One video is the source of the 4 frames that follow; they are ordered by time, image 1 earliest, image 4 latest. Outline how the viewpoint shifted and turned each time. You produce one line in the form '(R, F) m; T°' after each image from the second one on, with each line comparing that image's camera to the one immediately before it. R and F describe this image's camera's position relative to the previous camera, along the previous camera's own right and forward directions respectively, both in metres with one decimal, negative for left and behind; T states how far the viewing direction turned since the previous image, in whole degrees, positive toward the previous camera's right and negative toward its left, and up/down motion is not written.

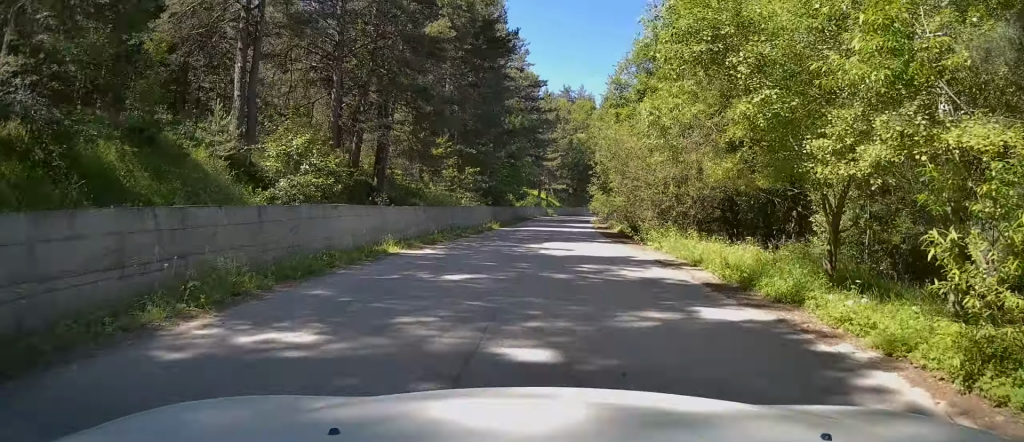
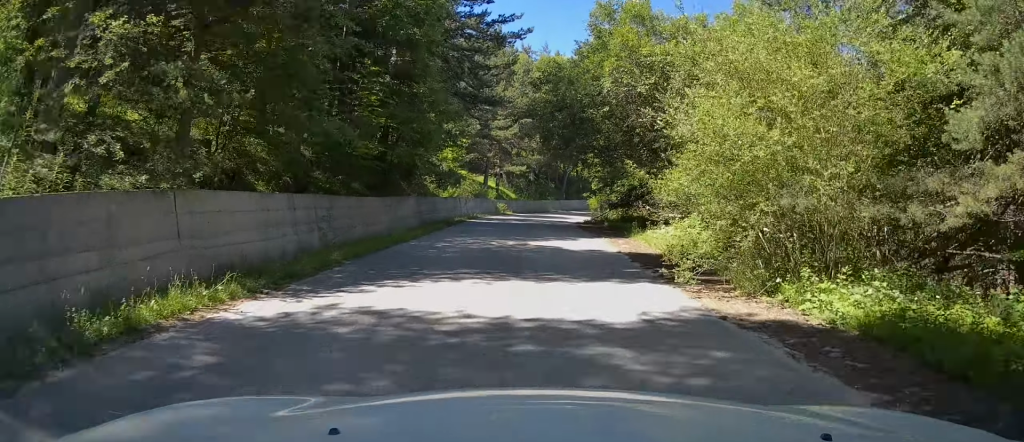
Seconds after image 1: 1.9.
(+1.0, +26.9) m; +4°
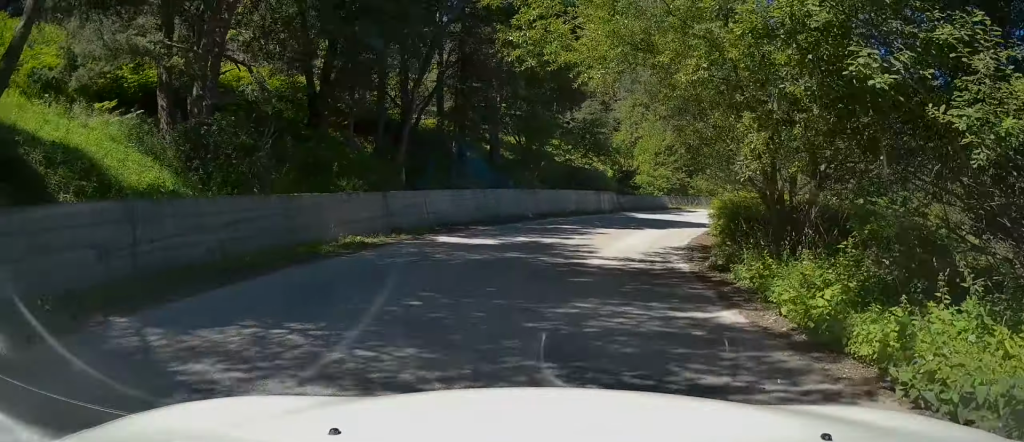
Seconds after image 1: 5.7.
(+3.3, +51.9) m; +13°
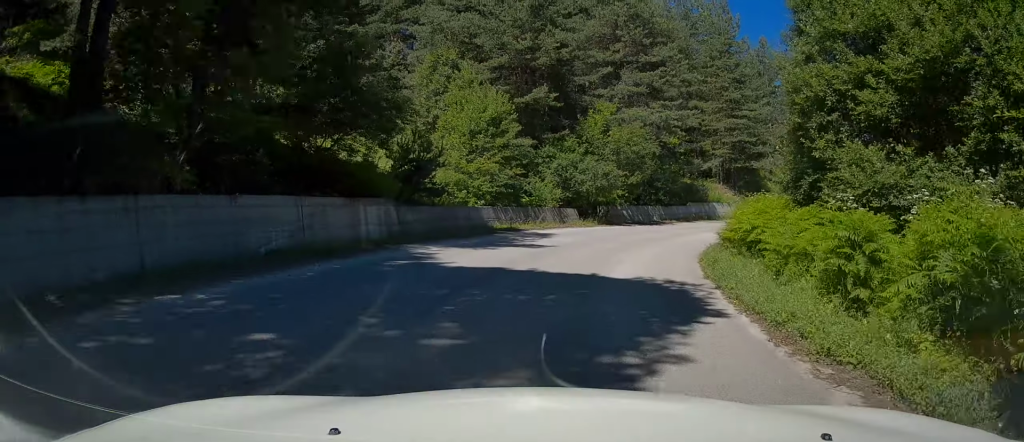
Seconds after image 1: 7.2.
(+2.7, +19.3) m; +25°
